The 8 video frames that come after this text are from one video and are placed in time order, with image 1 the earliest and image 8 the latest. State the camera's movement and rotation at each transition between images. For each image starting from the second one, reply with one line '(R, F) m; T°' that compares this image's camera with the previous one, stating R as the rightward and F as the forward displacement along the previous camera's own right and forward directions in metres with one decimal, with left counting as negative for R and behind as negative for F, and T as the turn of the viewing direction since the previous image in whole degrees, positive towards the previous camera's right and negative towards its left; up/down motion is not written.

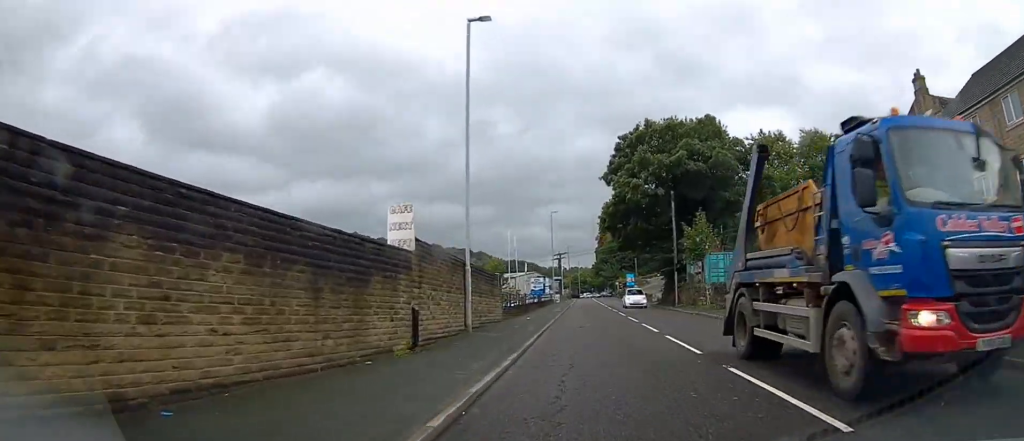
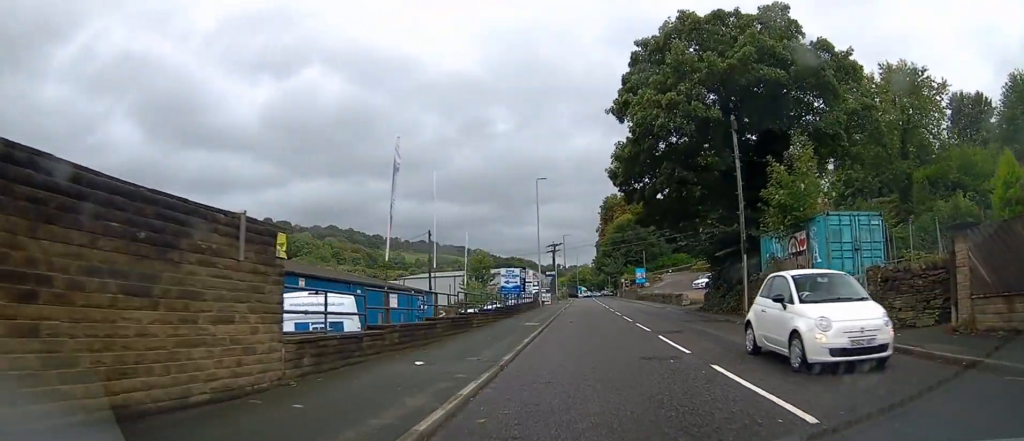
(-0.3, +17.1) m; -1°
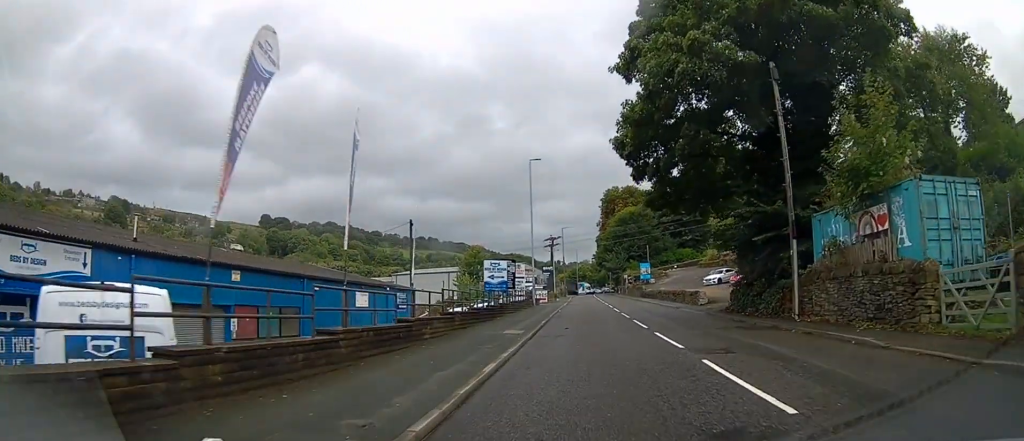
(0.0, +5.7) m; 0°
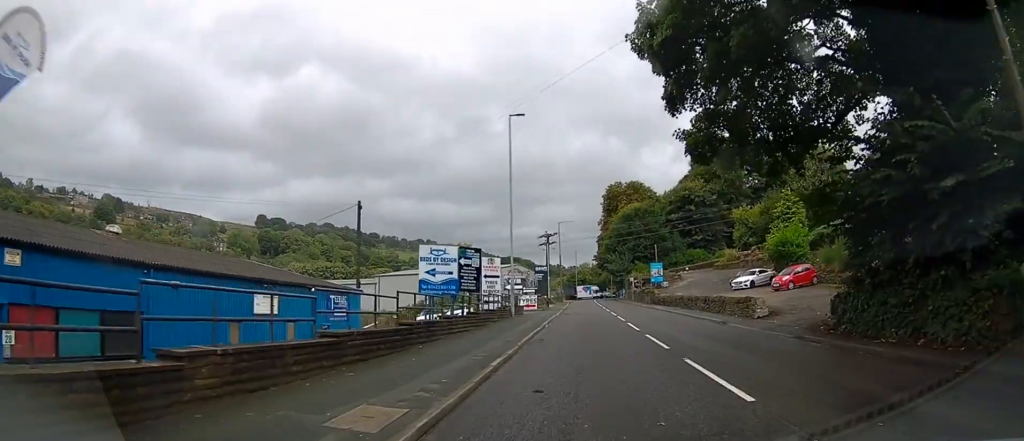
(+0.1, +10.6) m; 0°
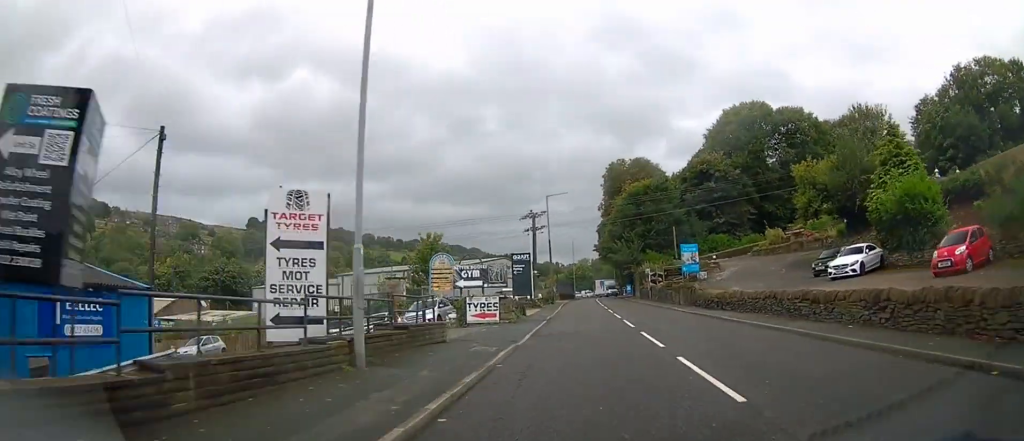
(+0.1, +18.3) m; +2°
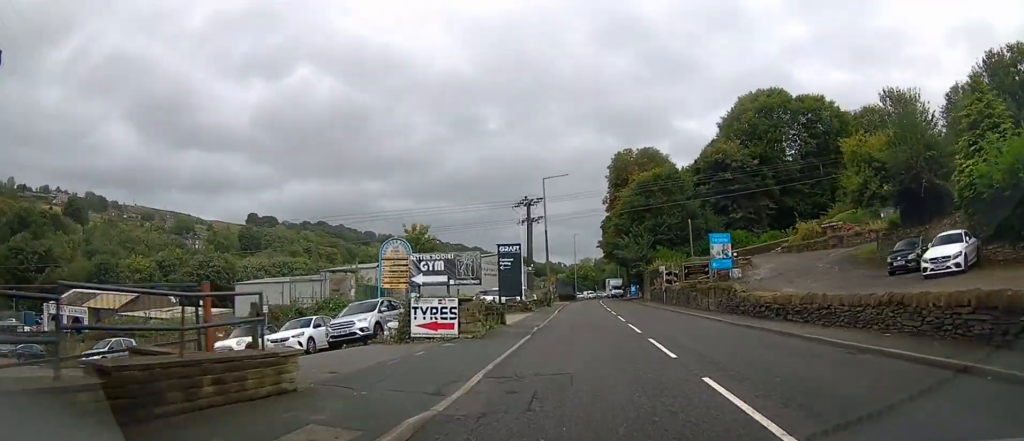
(+0.2, +7.7) m; 0°
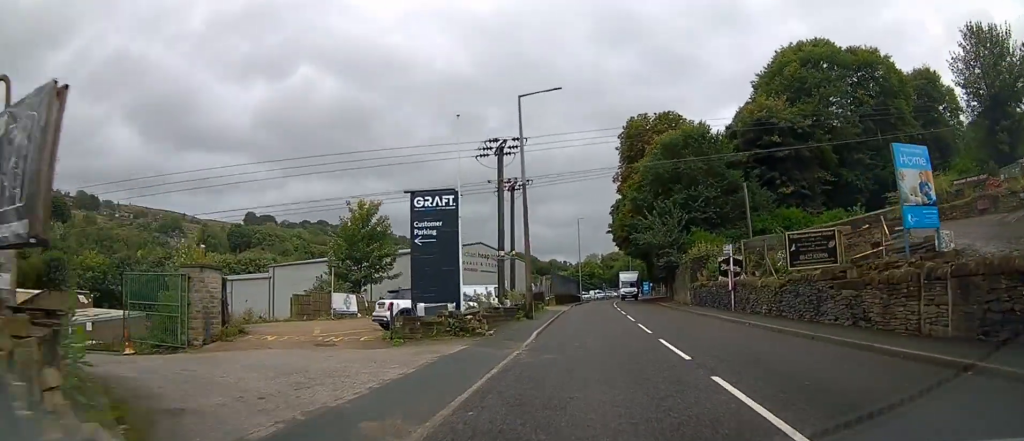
(-0.4, +18.4) m; -1°
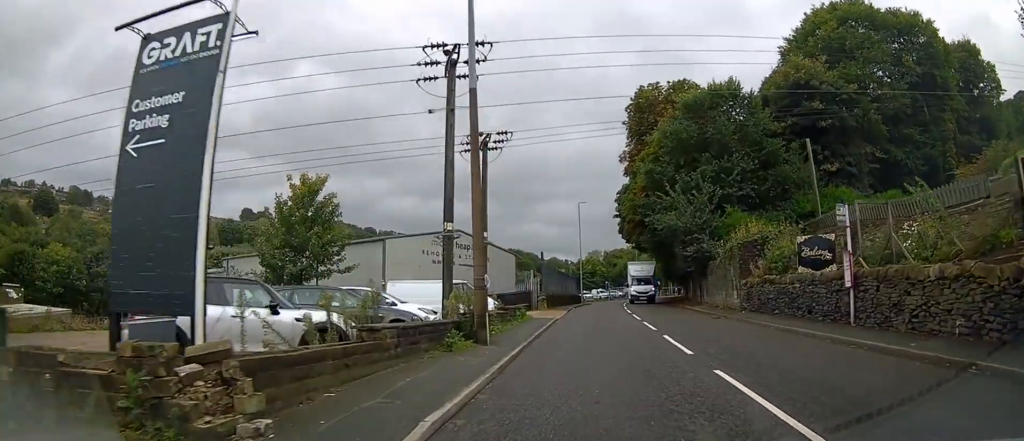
(0.0, +11.1) m; 0°
